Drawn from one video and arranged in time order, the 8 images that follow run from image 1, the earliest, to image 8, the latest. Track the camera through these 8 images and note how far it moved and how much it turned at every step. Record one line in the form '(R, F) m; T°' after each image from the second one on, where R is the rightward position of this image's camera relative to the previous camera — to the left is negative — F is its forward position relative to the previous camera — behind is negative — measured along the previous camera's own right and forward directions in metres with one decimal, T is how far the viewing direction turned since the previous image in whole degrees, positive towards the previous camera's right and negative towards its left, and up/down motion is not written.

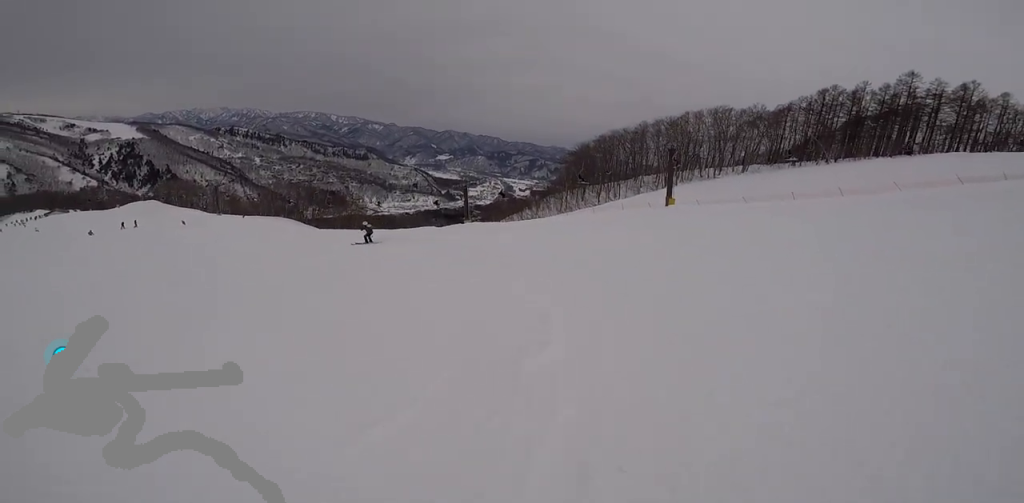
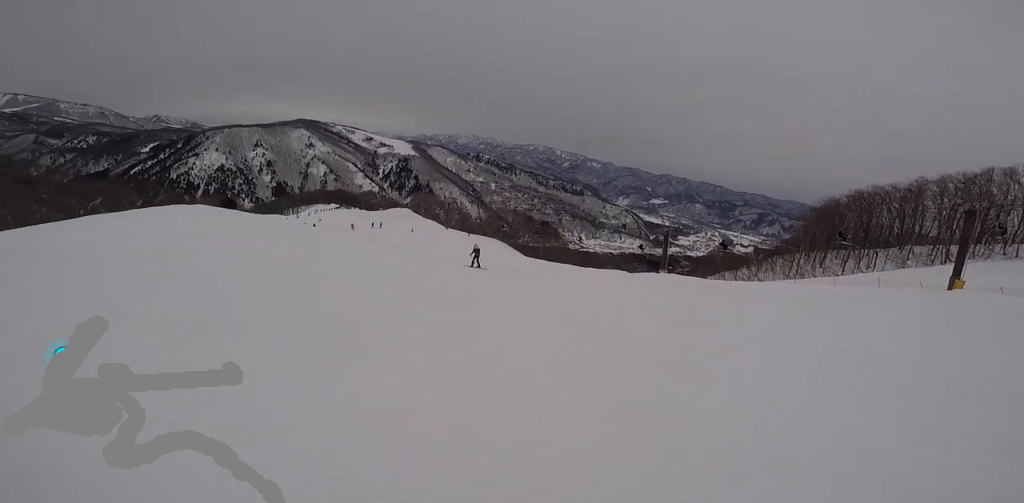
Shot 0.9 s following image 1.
(+1.2, +4.3) m; -19°
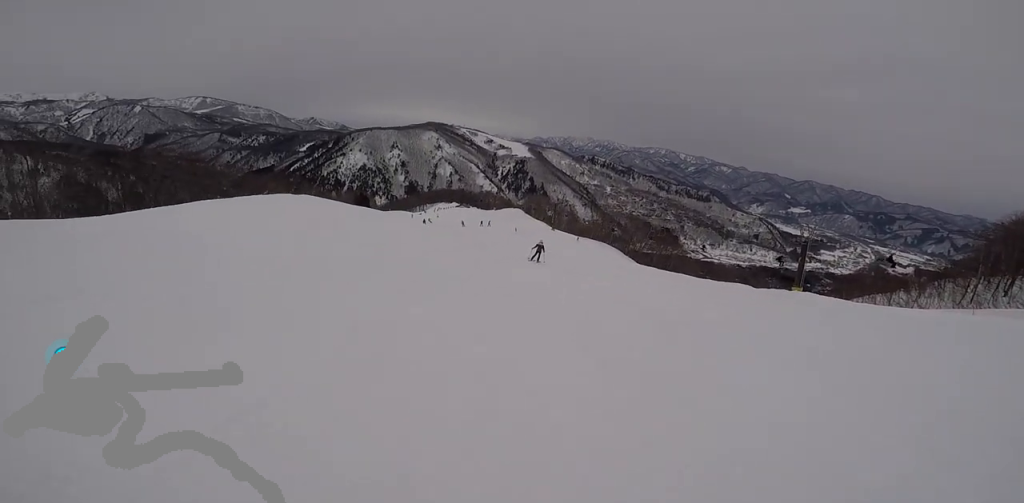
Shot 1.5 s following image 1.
(-1.6, +2.1) m; -20°
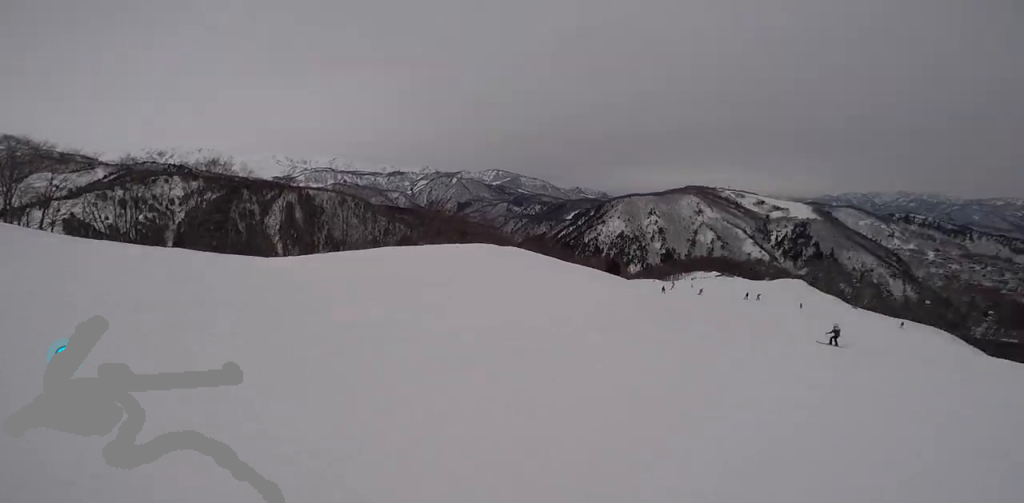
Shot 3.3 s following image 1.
(-2.2, +8.3) m; -17°
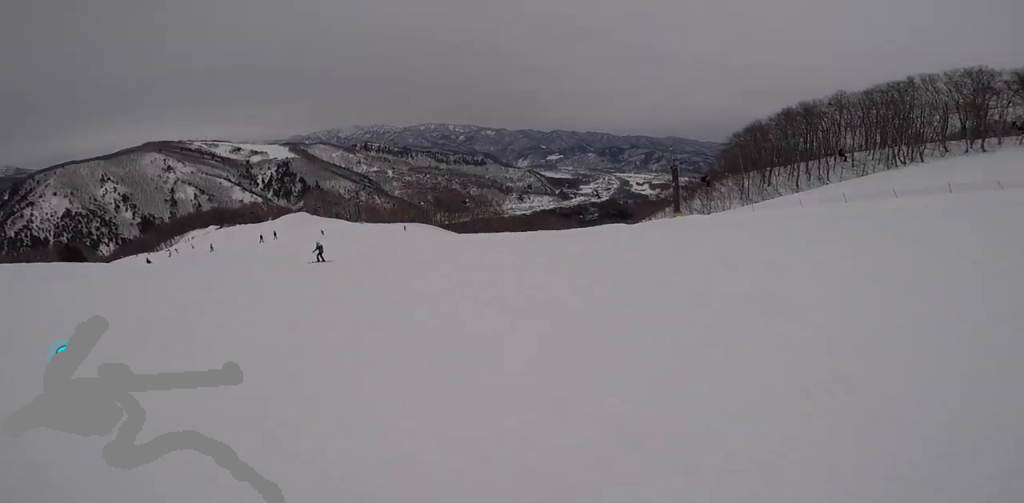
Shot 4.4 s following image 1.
(-0.1, +5.1) m; +18°
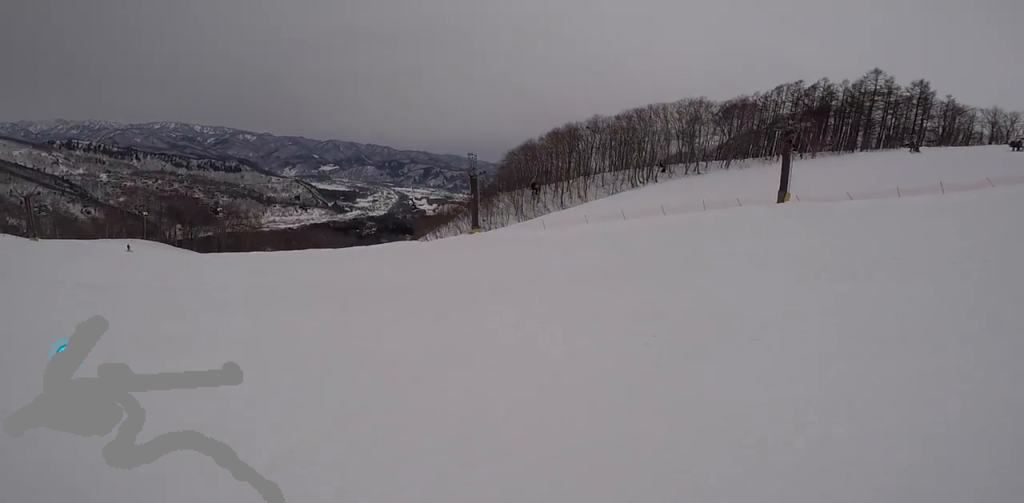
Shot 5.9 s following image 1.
(+3.5, +4.9) m; +43°
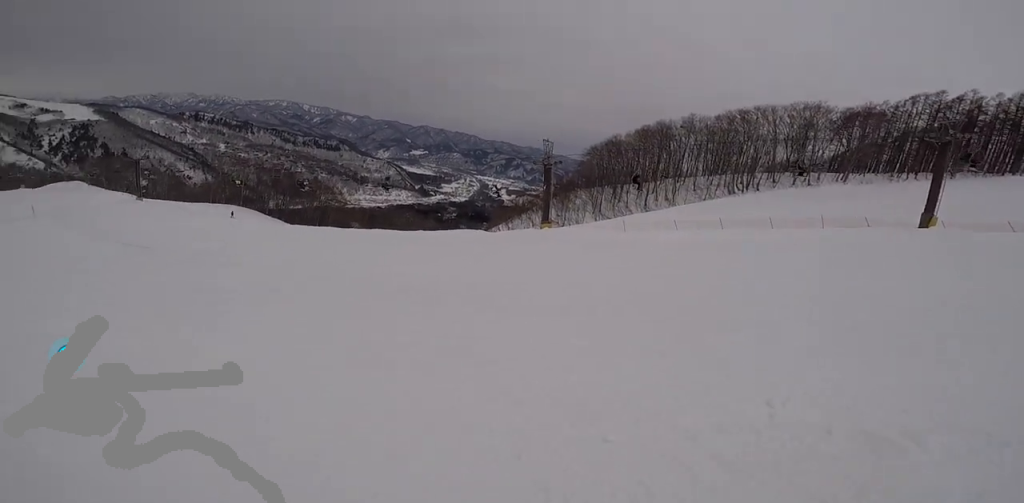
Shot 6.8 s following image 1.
(-1.2, +4.0) m; -4°
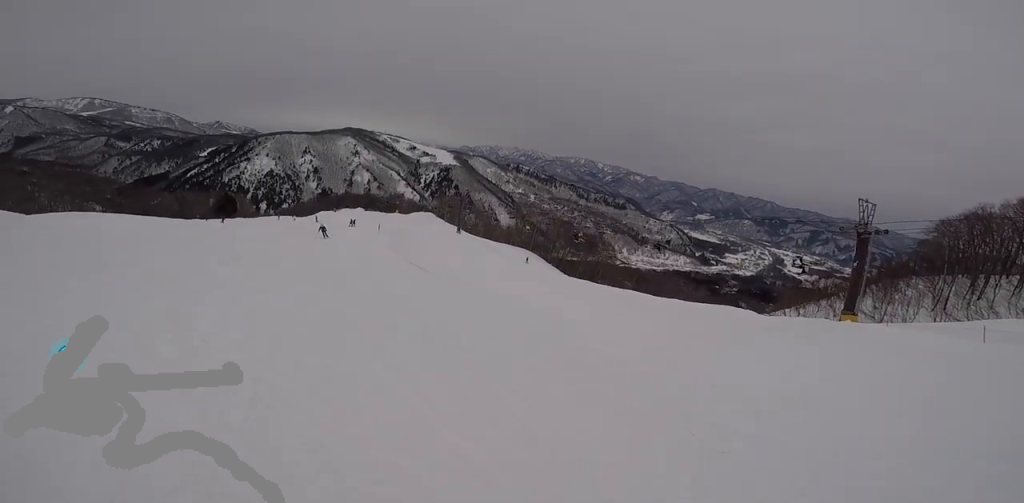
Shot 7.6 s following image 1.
(+0.5, +4.0) m; -13°
